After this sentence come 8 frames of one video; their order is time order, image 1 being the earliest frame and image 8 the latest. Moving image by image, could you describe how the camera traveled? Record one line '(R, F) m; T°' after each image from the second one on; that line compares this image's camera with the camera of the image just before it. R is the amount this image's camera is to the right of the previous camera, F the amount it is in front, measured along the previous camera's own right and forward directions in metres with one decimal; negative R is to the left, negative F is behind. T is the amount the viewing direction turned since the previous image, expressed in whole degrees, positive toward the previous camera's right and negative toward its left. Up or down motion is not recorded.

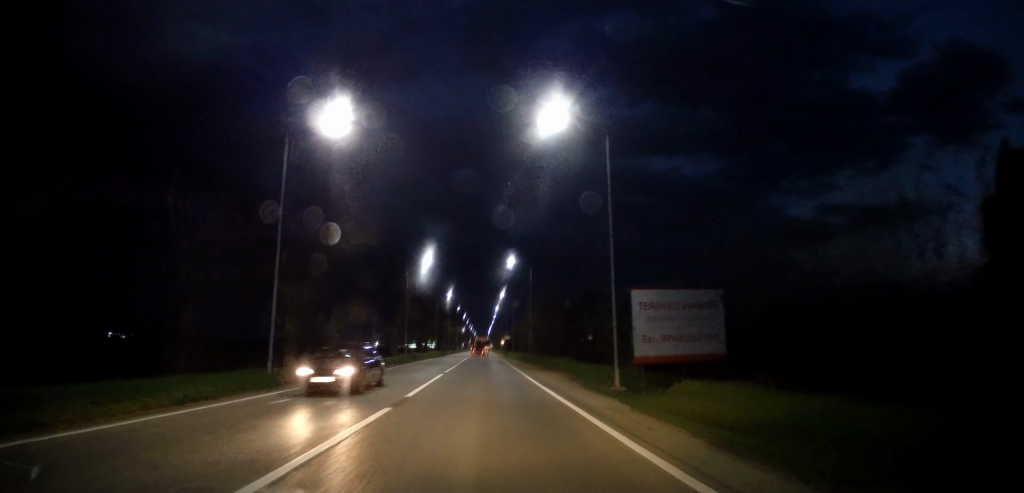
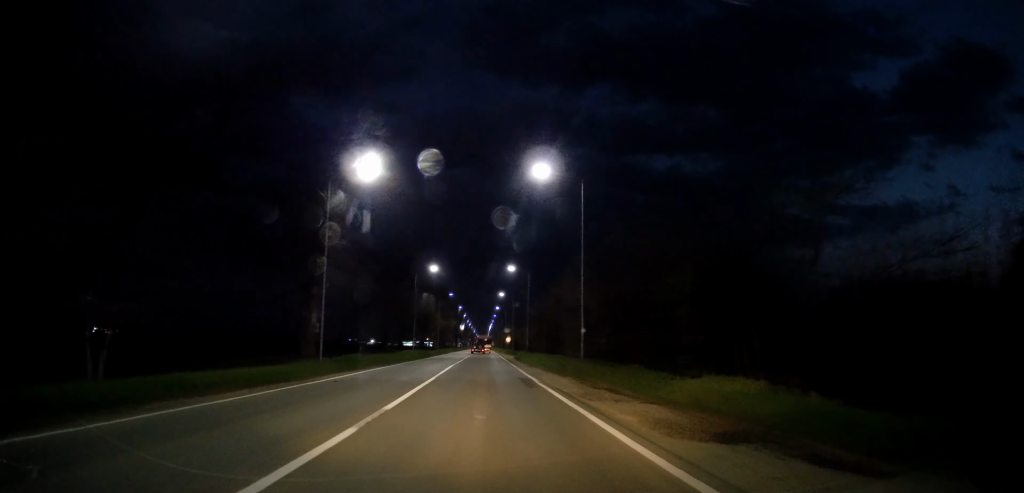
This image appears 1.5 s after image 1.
(-0.3, +27.5) m; +1°
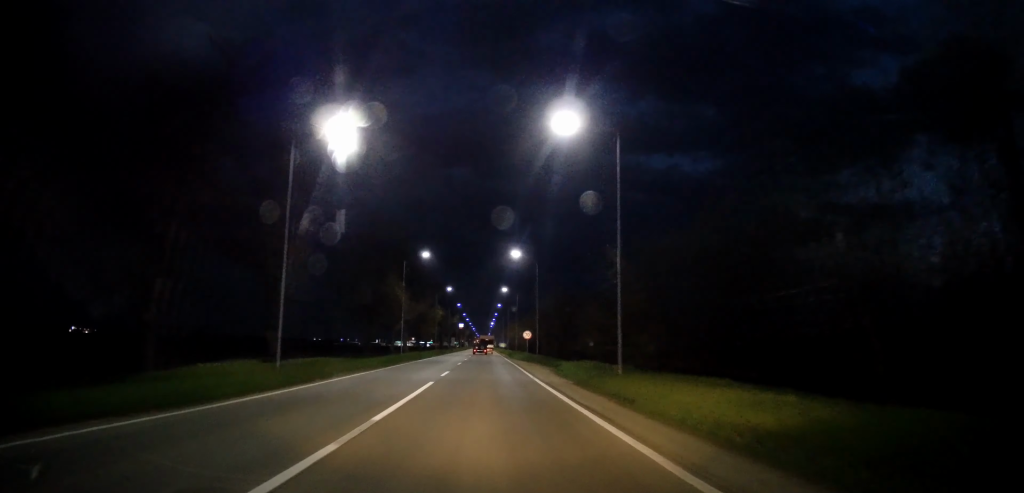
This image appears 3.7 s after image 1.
(+0.2, +37.6) m; 0°
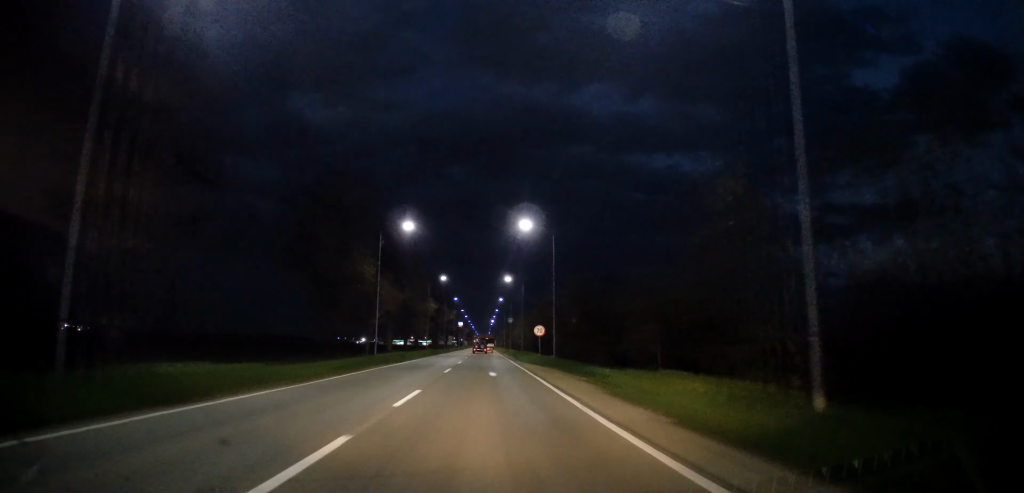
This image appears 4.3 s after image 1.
(-0.1, +11.0) m; 0°
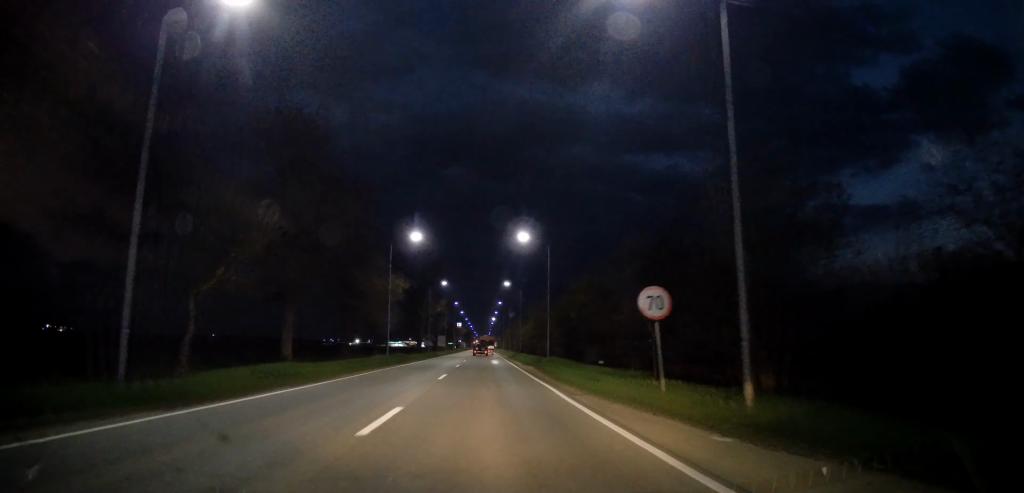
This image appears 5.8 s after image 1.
(+0.5, +26.7) m; 0°
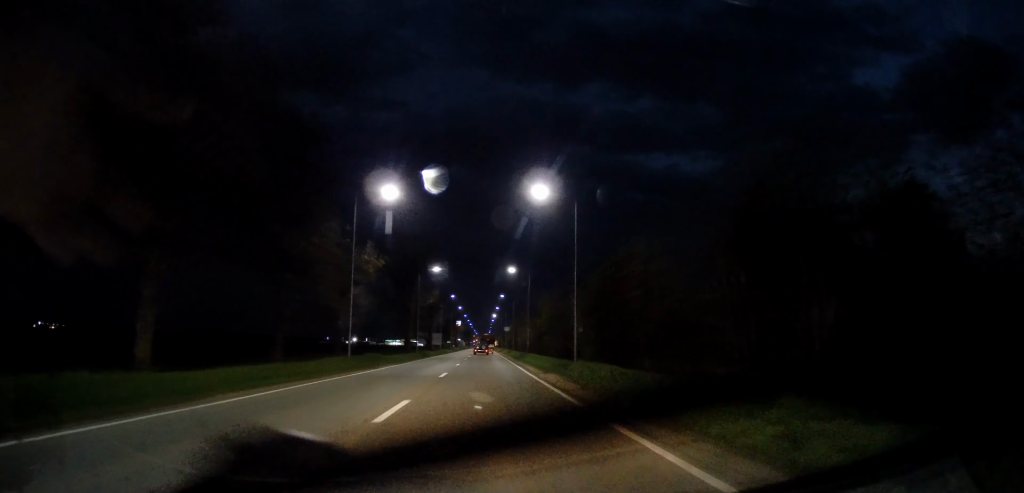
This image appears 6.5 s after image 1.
(-0.1, +11.6) m; 0°
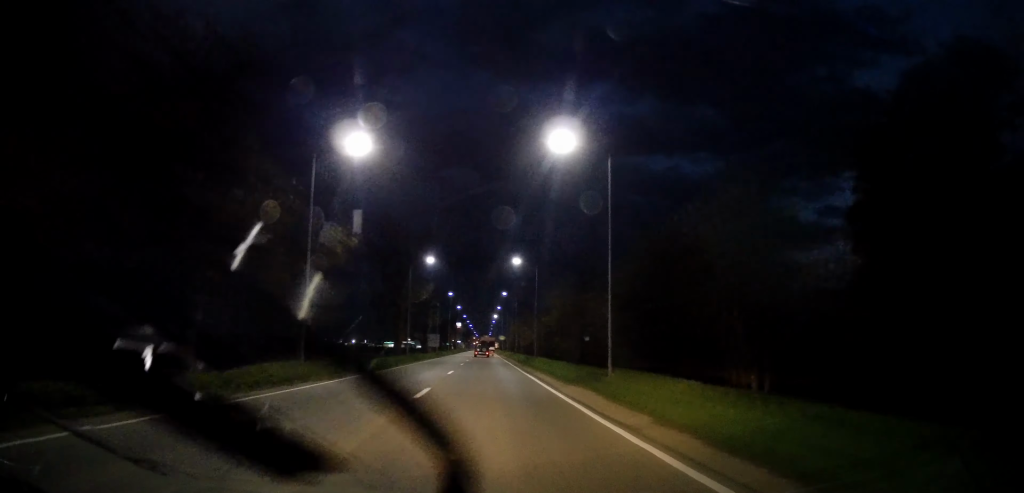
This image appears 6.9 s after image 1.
(-0.2, +7.5) m; 0°
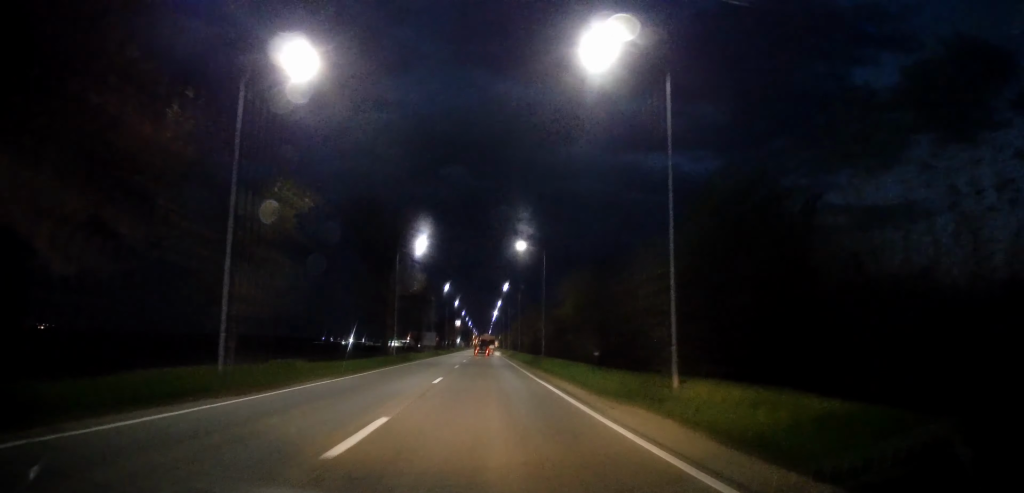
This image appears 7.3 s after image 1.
(0.0, +7.0) m; 0°
